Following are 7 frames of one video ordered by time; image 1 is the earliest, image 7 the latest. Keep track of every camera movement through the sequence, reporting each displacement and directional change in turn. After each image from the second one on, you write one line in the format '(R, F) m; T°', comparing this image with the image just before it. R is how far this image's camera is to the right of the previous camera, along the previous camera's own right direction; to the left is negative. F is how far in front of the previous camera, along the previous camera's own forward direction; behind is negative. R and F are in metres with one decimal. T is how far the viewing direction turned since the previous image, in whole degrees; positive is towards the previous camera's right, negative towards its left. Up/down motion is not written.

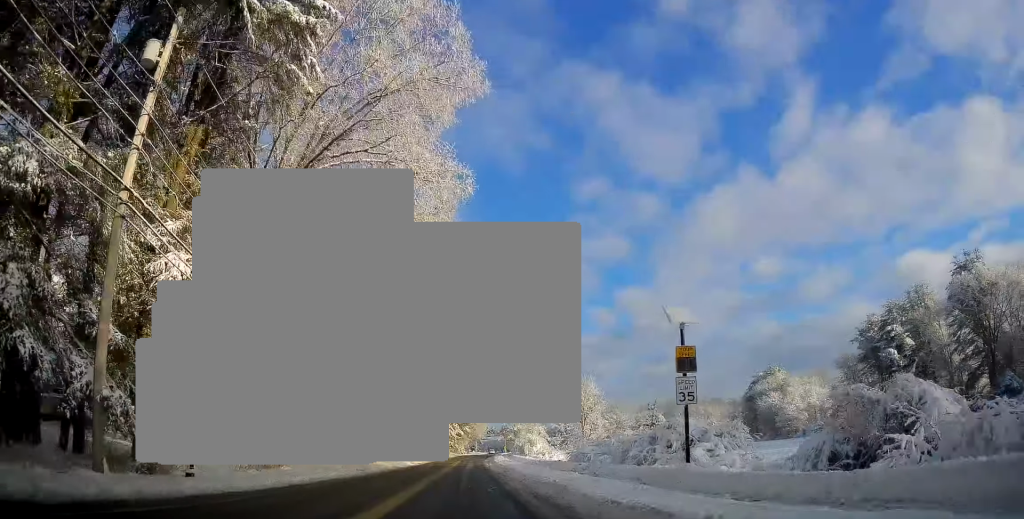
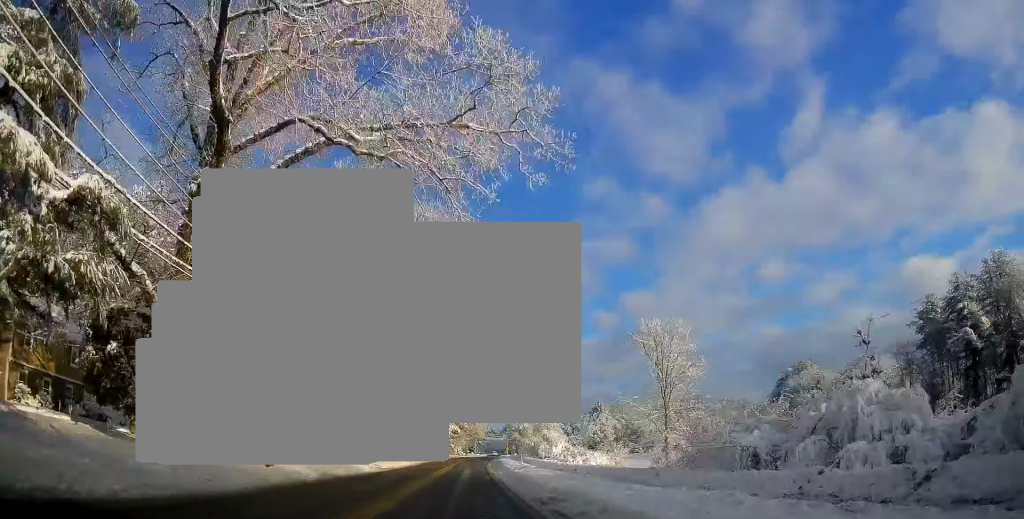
(+0.1, +23.1) m; +1°
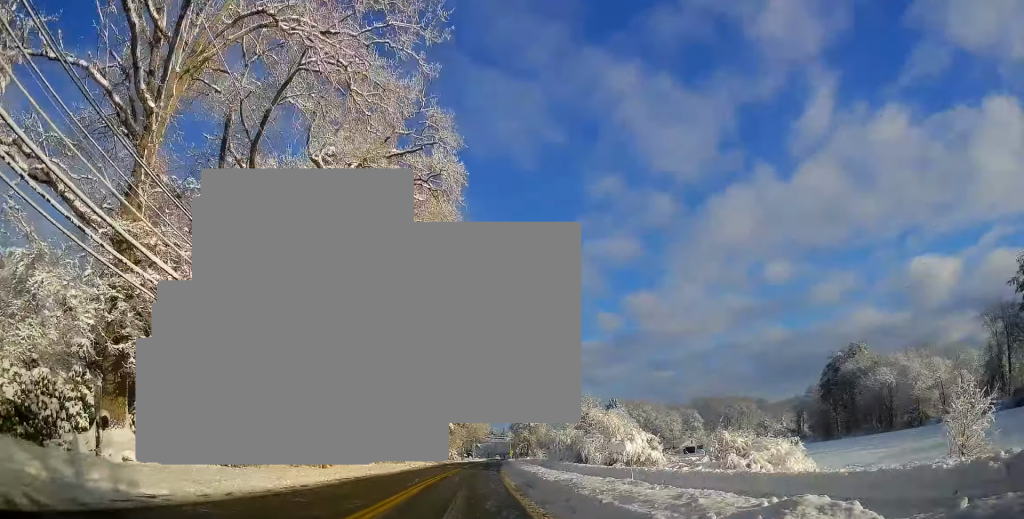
(-0.1, +32.7) m; -1°
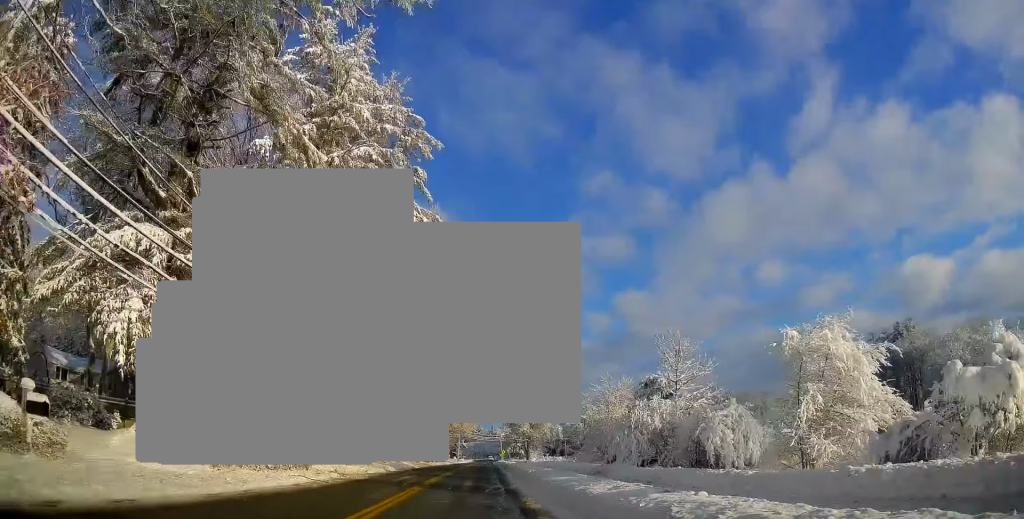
(0.0, +28.2) m; 0°
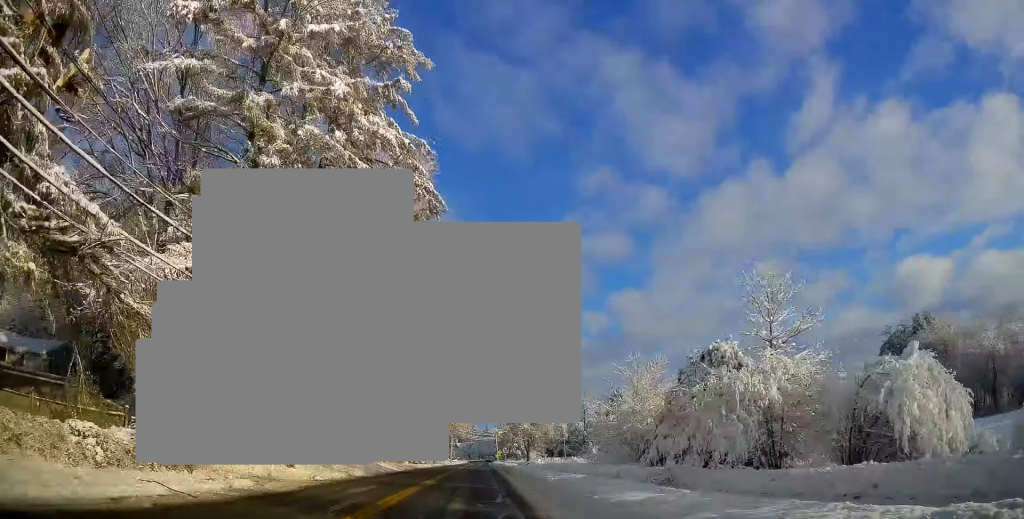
(0.0, +10.4) m; 0°
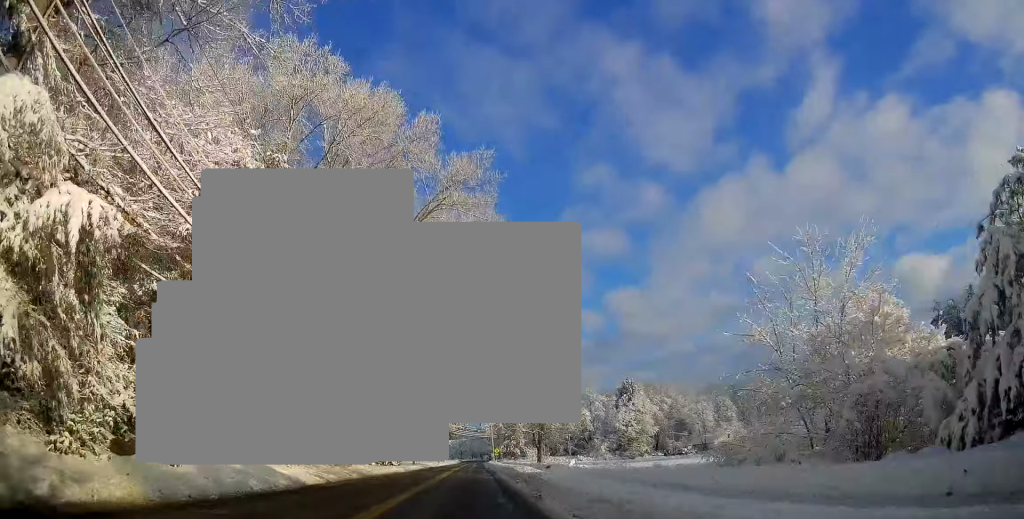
(+0.1, +22.3) m; 0°
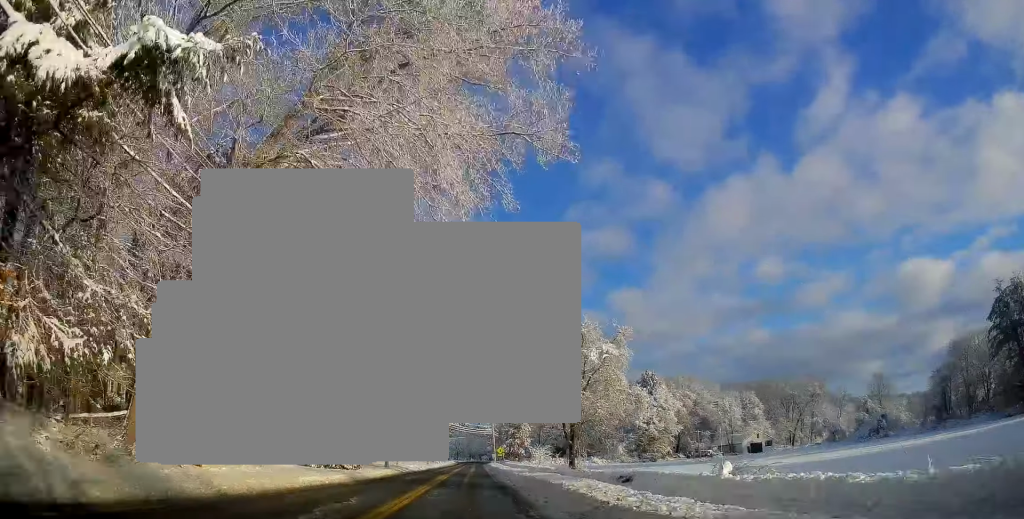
(+0.3, +21.6) m; +2°
